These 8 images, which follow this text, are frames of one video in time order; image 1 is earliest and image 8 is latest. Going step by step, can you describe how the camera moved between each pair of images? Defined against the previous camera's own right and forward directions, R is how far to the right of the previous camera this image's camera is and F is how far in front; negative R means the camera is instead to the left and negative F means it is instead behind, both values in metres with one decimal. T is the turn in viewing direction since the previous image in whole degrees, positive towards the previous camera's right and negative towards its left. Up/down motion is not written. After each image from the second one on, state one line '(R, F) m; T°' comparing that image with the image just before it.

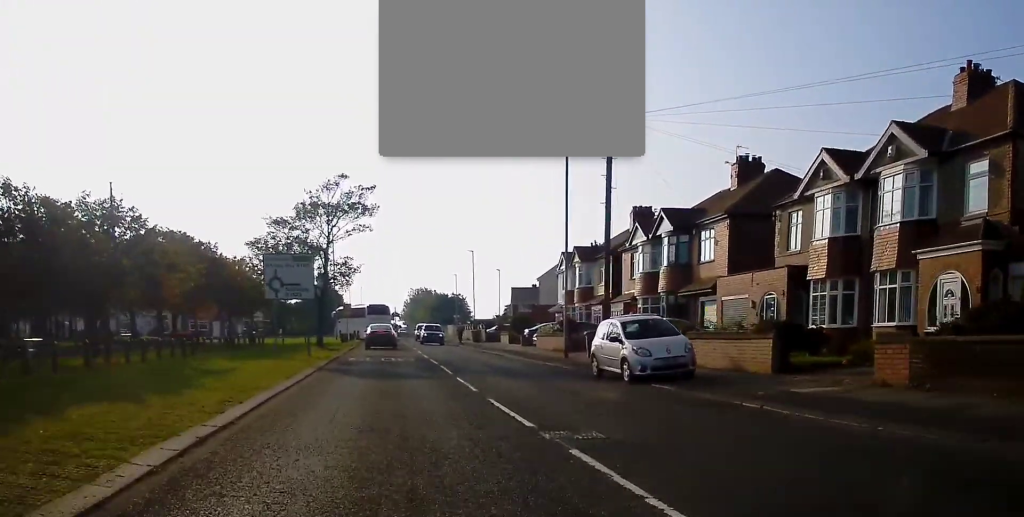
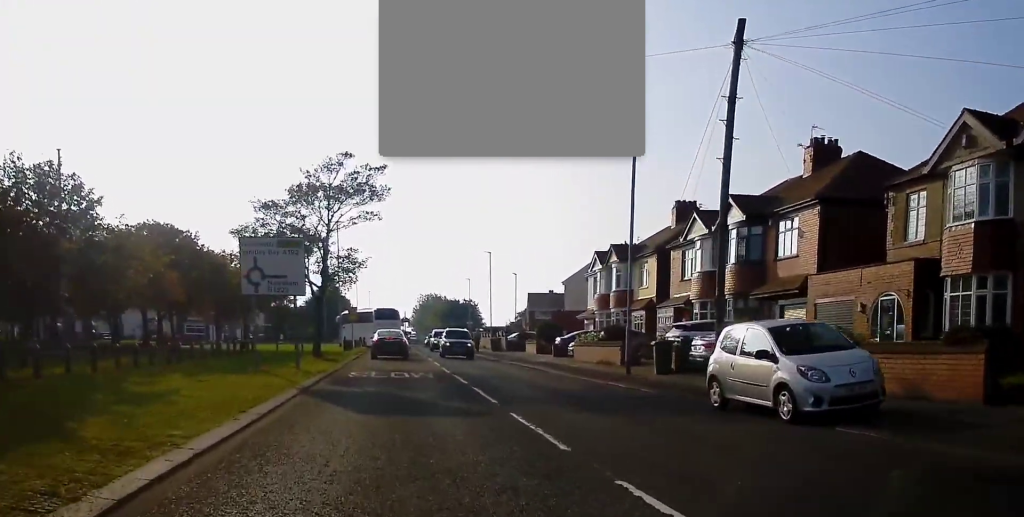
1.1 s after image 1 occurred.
(-0.2, +7.3) m; -3°
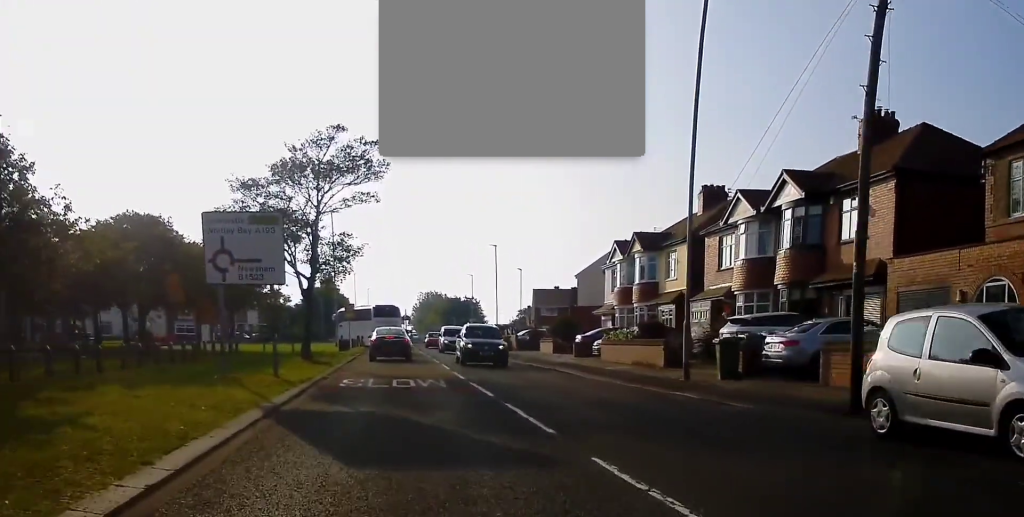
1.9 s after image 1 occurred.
(-0.1, +4.9) m; -1°
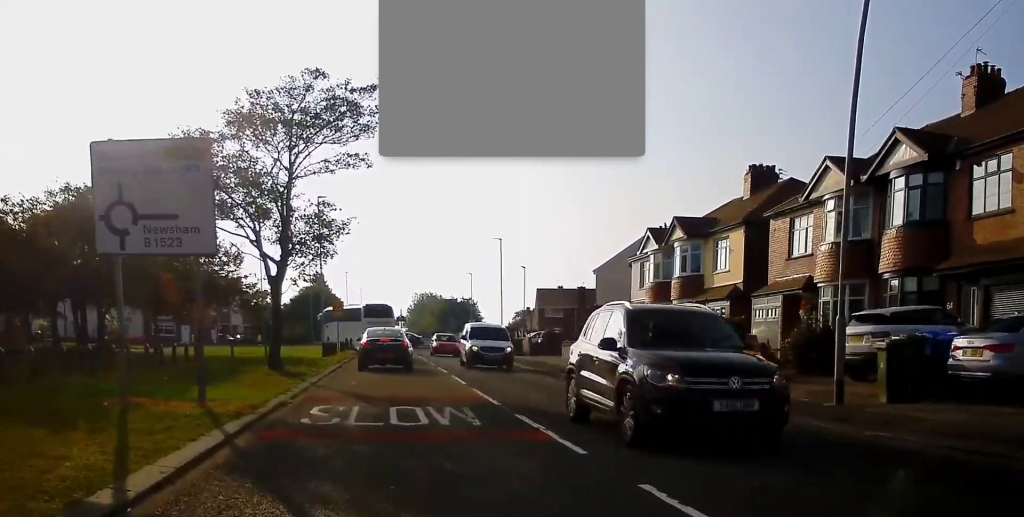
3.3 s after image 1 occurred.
(-0.1, +7.8) m; -1°
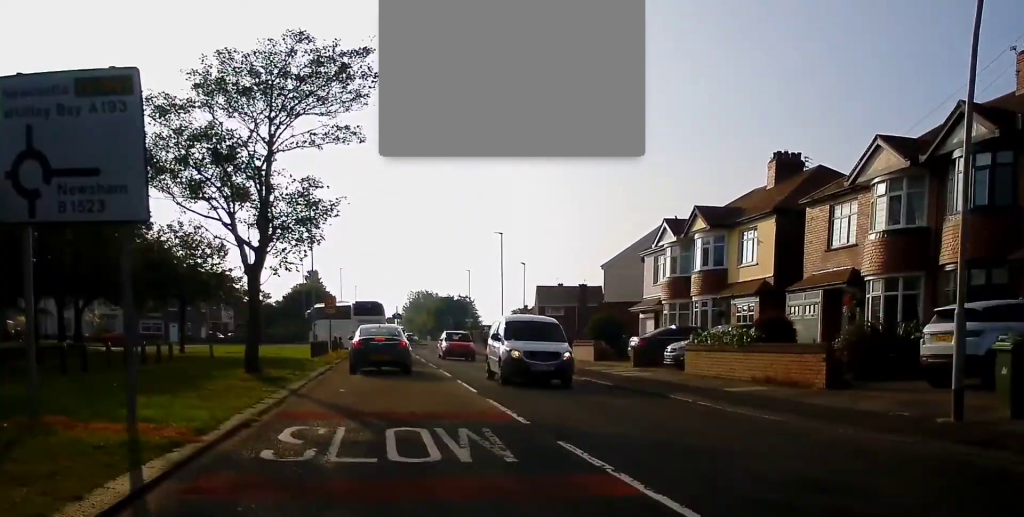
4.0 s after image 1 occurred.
(0.0, +3.4) m; +1°
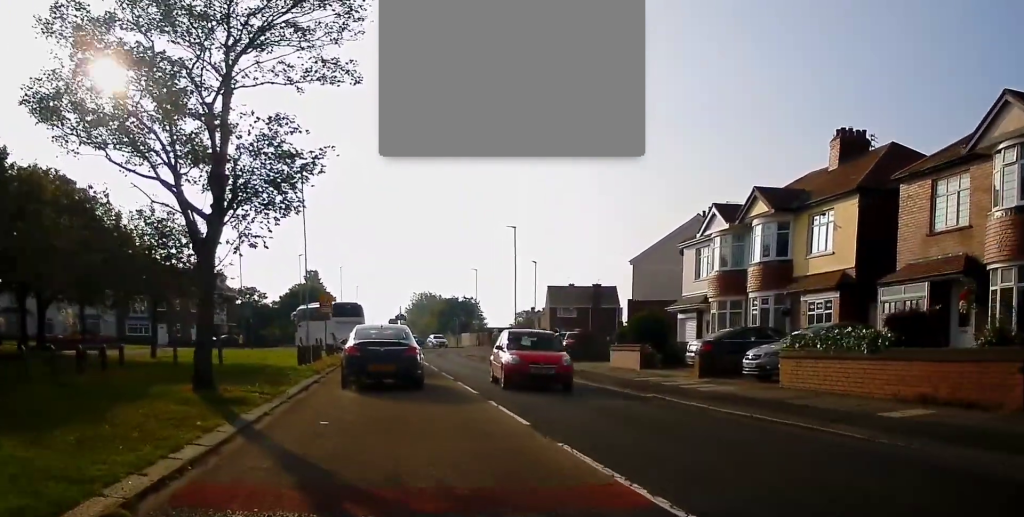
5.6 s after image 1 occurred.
(0.0, +6.0) m; -2°
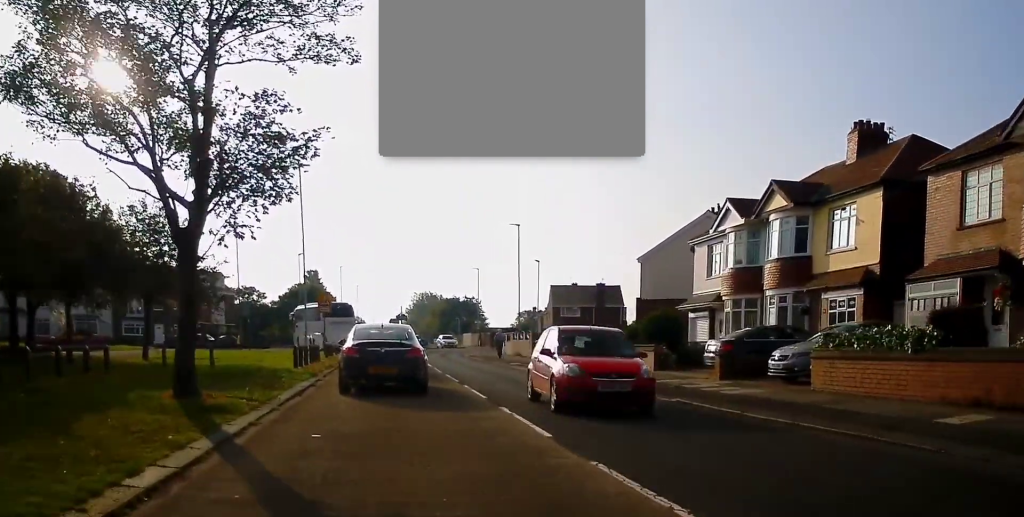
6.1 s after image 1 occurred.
(+0.1, +1.4) m; +4°
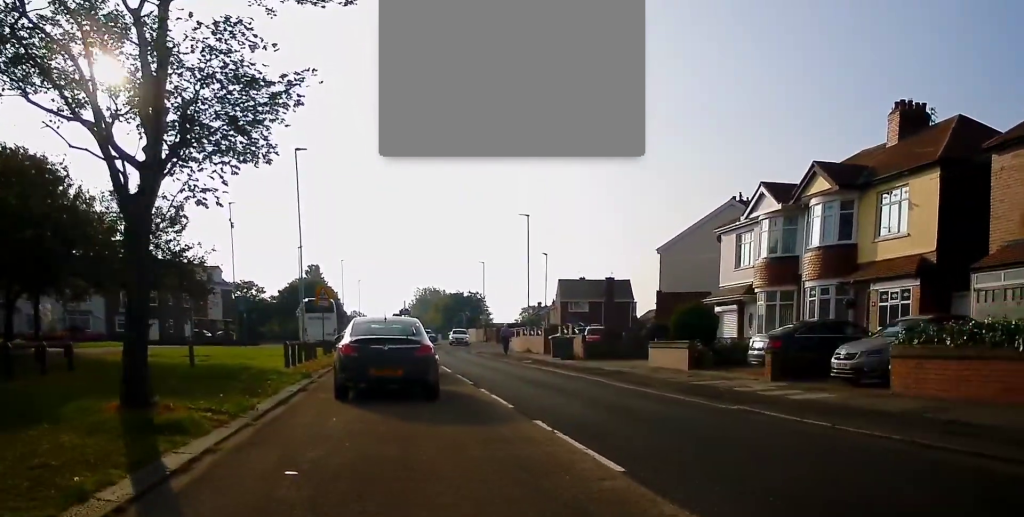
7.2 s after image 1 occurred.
(+0.3, +3.0) m; +4°
